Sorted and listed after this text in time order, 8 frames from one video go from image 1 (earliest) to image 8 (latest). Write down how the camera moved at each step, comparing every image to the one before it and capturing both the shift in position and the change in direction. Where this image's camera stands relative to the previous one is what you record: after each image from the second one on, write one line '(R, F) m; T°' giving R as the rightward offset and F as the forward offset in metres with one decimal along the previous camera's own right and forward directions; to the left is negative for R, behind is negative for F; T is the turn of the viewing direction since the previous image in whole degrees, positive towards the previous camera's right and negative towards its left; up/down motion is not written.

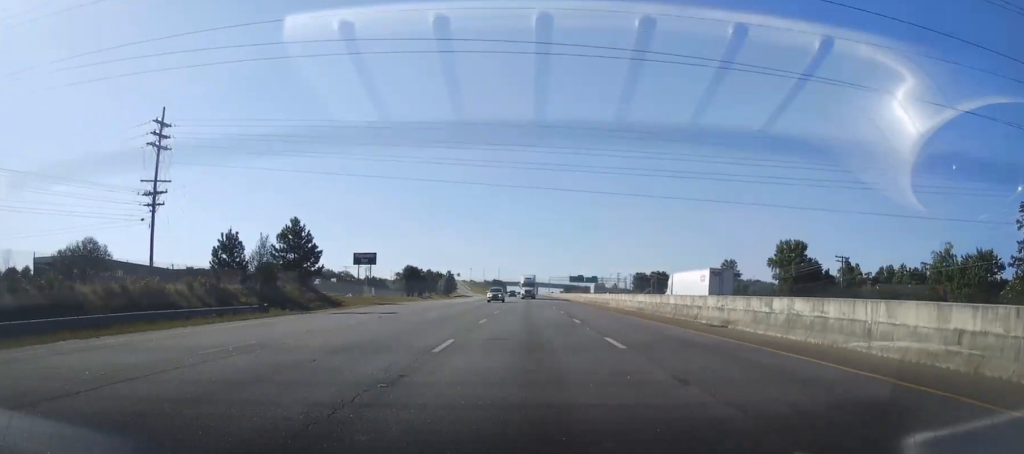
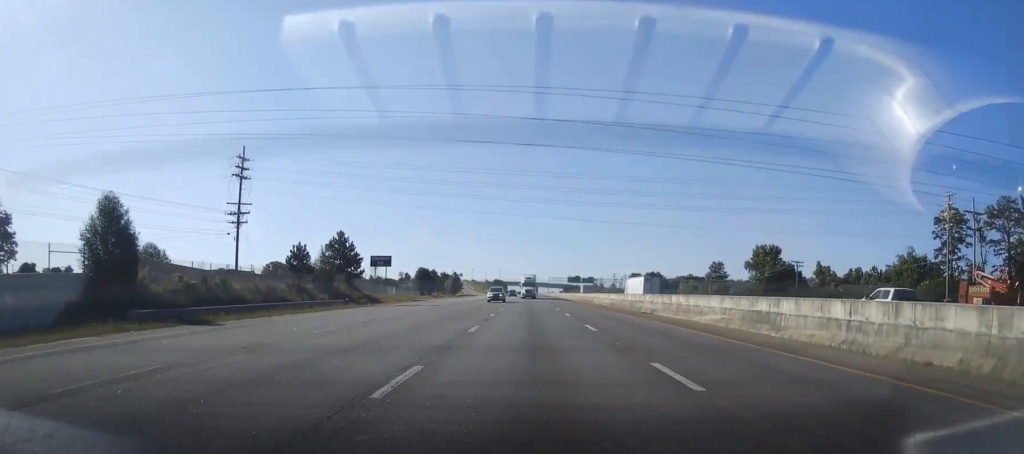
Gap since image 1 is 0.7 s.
(-0.1, +19.3) m; -1°
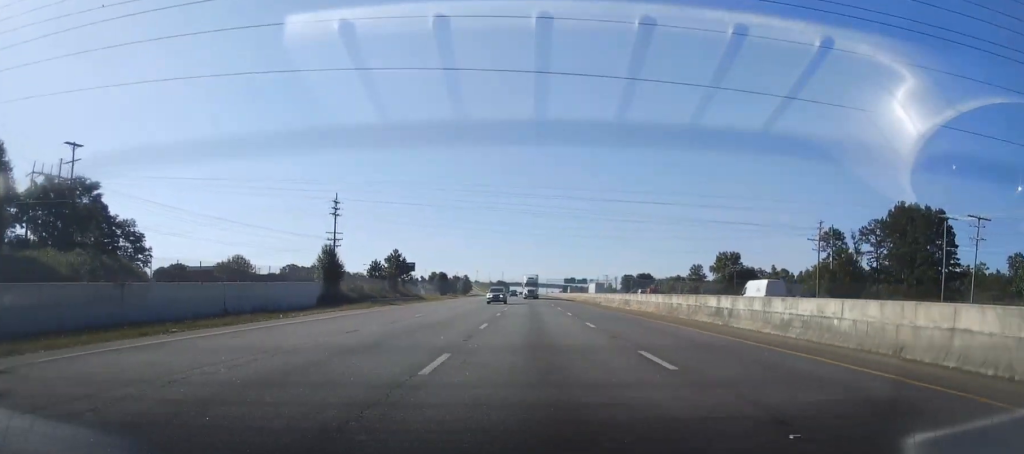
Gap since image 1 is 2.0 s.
(+0.2, +37.8) m; +1°
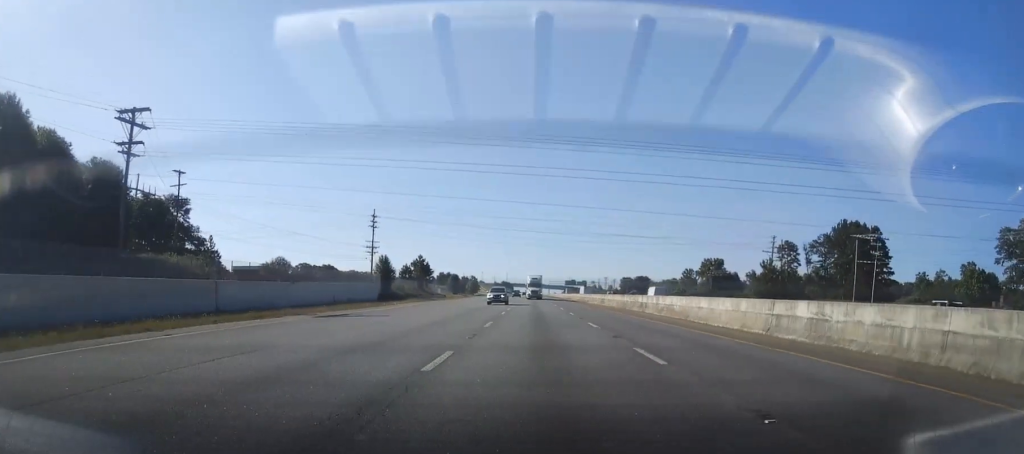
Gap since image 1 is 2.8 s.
(+0.4, +24.3) m; 0°
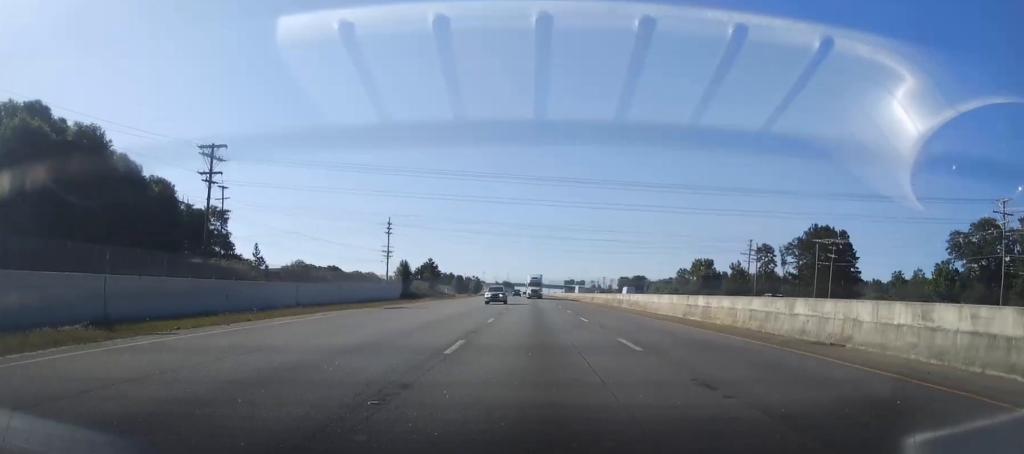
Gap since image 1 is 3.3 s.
(-0.3, +15.6) m; -1°
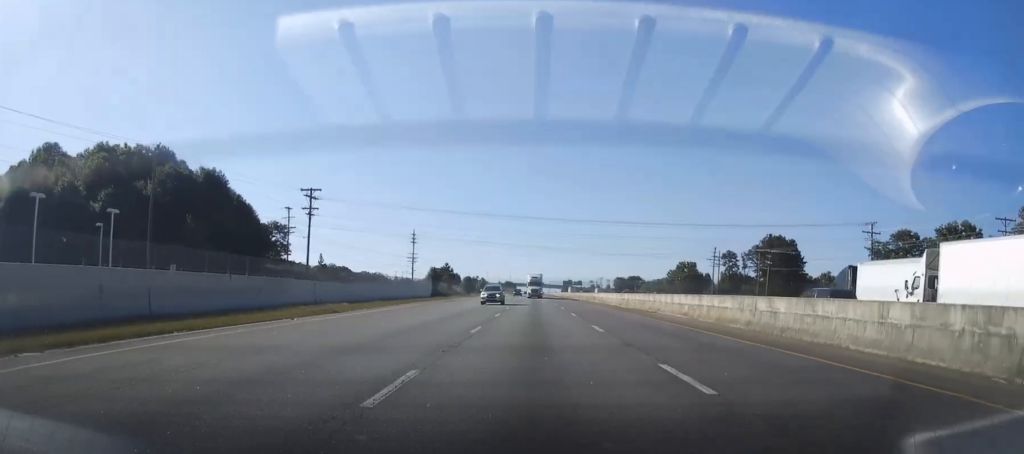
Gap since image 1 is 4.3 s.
(-0.1, +29.4) m; 0°
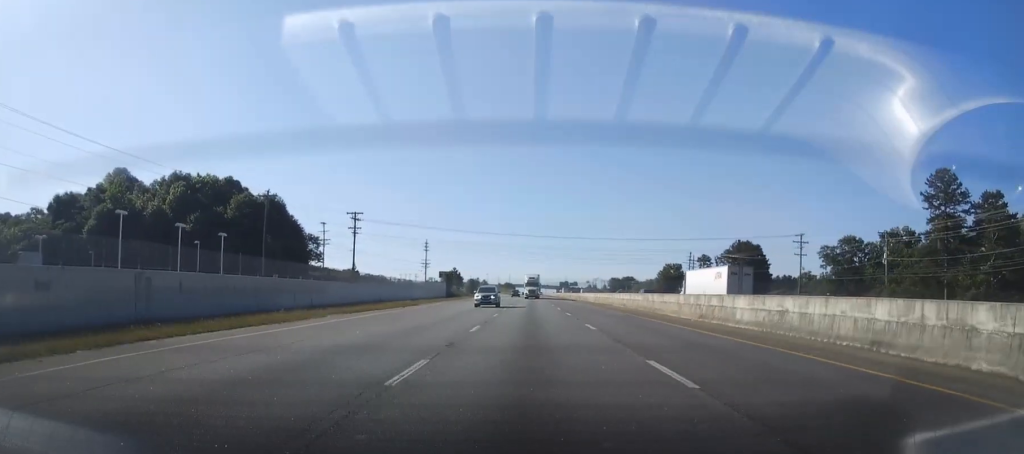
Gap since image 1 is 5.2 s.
(0.0, +25.5) m; 0°
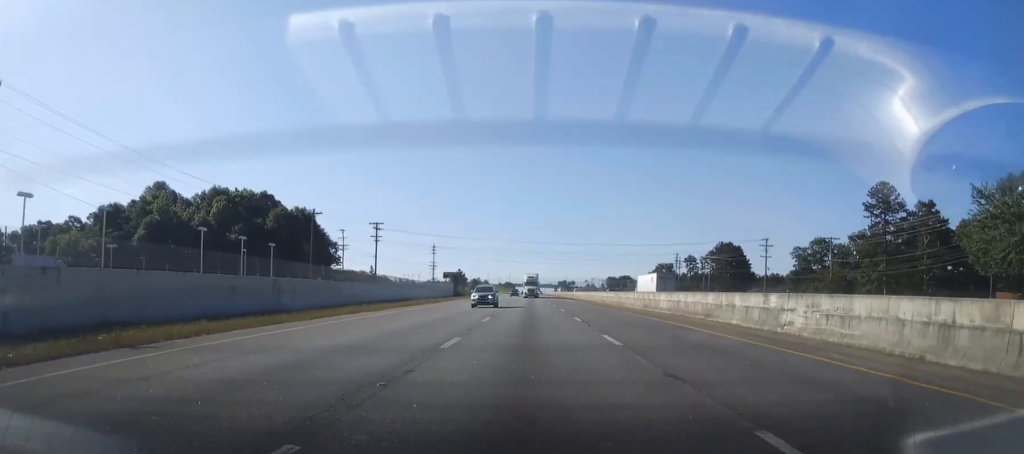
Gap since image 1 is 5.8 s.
(0.0, +17.7) m; 0°
